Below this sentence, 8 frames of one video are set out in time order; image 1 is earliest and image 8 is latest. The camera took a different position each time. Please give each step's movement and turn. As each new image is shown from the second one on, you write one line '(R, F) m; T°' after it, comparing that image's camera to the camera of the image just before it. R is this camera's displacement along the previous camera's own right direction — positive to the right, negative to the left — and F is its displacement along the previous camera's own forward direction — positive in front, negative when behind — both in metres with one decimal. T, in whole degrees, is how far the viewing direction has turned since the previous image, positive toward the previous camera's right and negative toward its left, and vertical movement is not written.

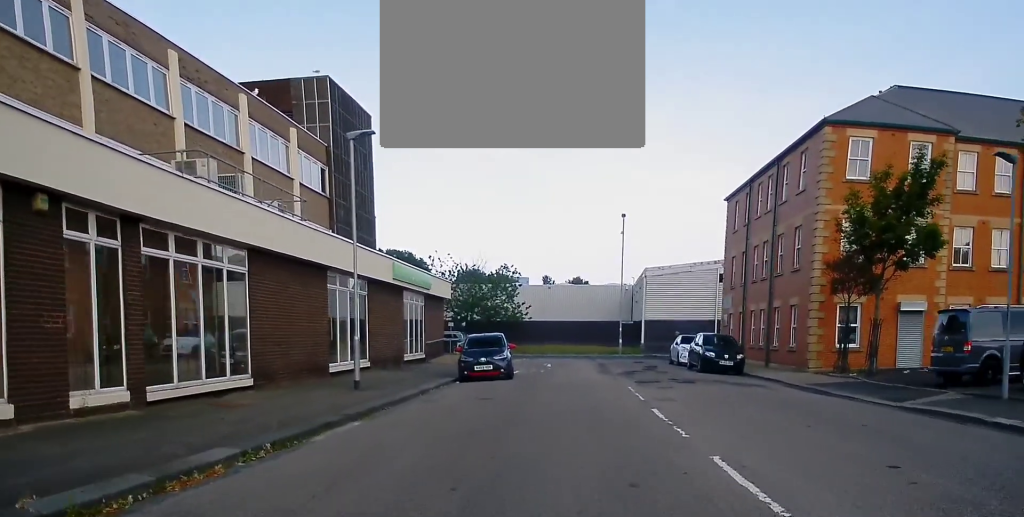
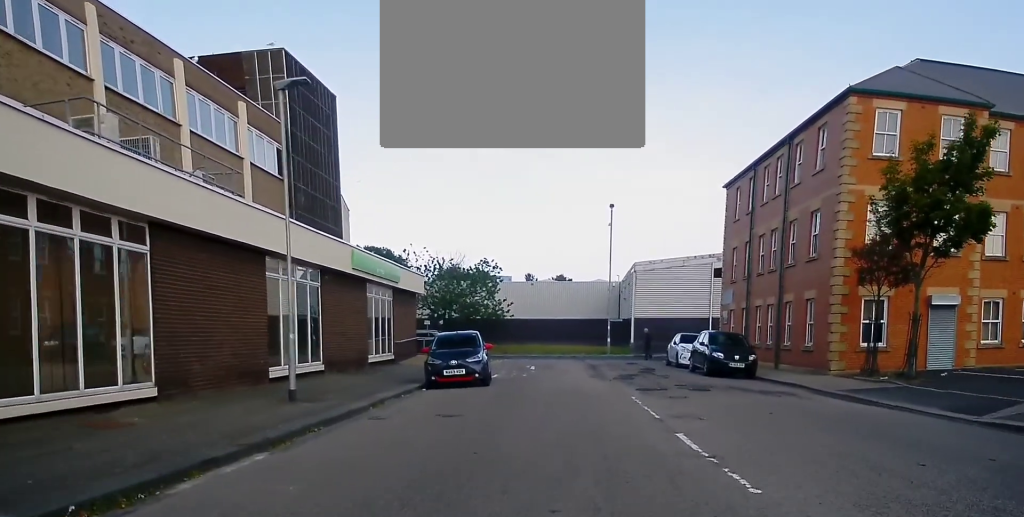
(0.0, +3.9) m; -3°
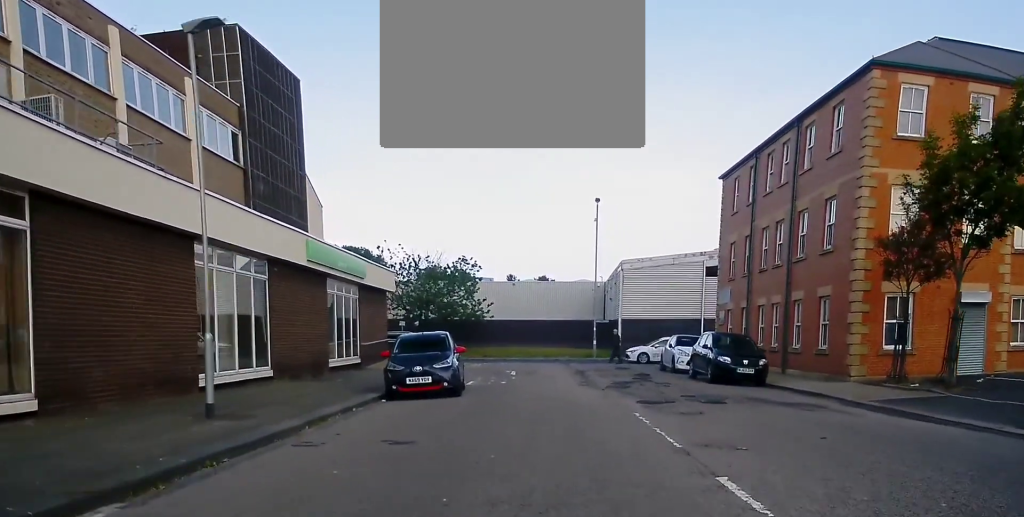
(-0.1, +3.1) m; -1°
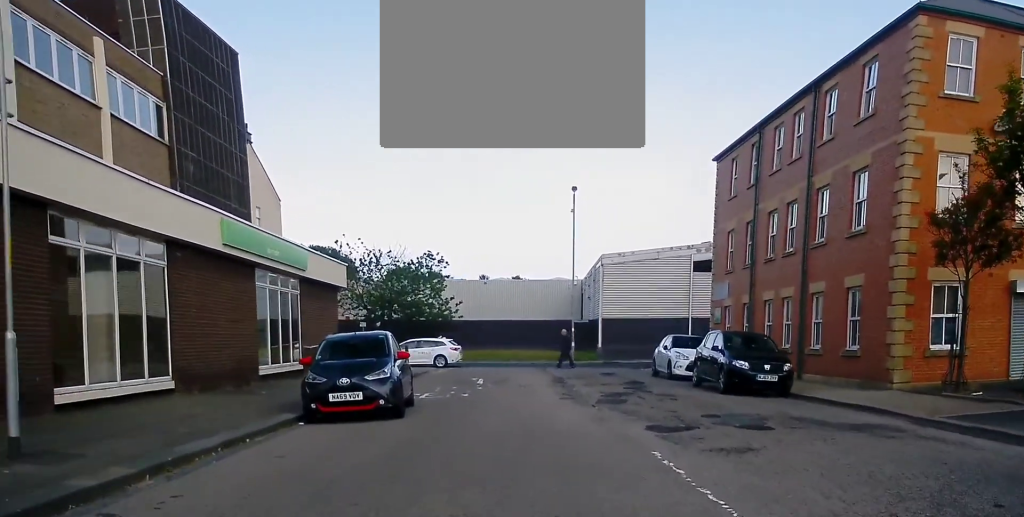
(0.0, +4.3) m; +6°
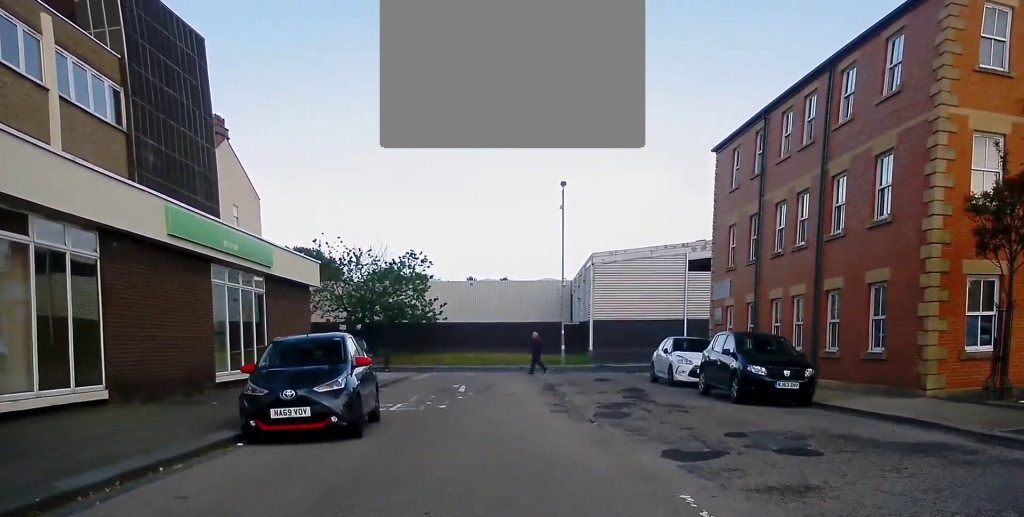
(0.0, +2.3) m; +5°
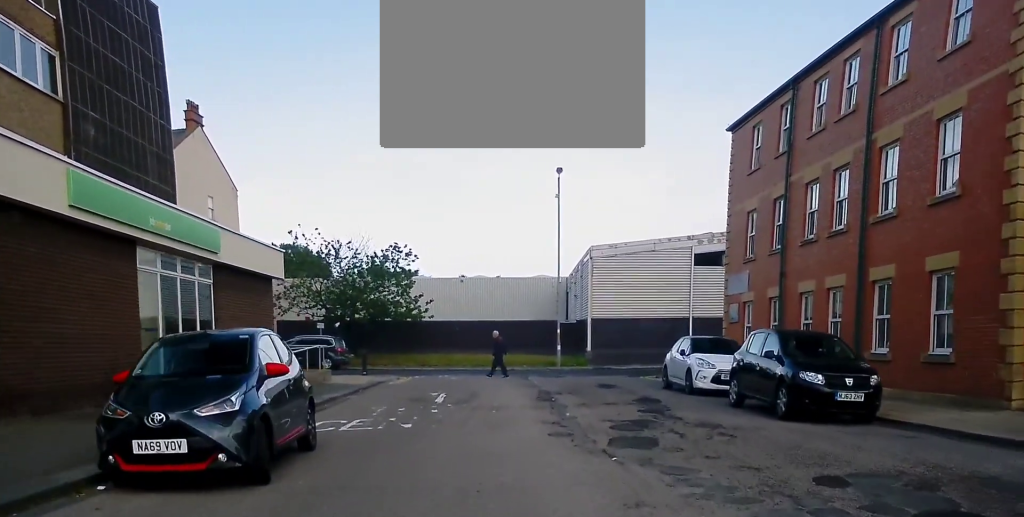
(+0.4, +3.7) m; 0°
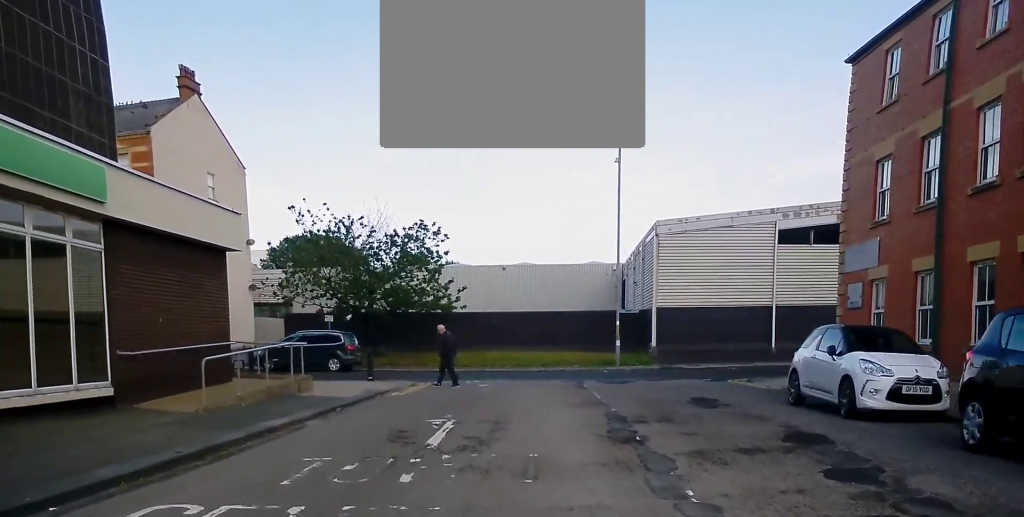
(-0.9, +7.6) m; -7°
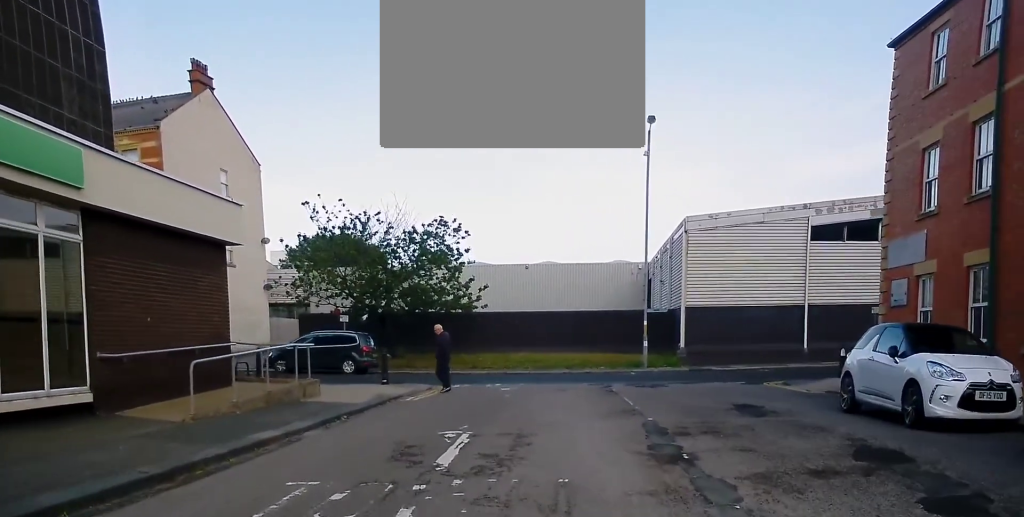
(0.0, +1.4) m; -2°
